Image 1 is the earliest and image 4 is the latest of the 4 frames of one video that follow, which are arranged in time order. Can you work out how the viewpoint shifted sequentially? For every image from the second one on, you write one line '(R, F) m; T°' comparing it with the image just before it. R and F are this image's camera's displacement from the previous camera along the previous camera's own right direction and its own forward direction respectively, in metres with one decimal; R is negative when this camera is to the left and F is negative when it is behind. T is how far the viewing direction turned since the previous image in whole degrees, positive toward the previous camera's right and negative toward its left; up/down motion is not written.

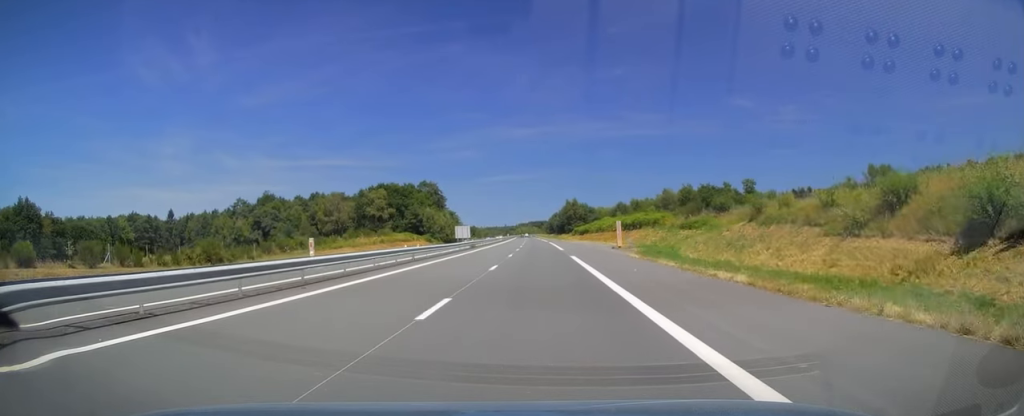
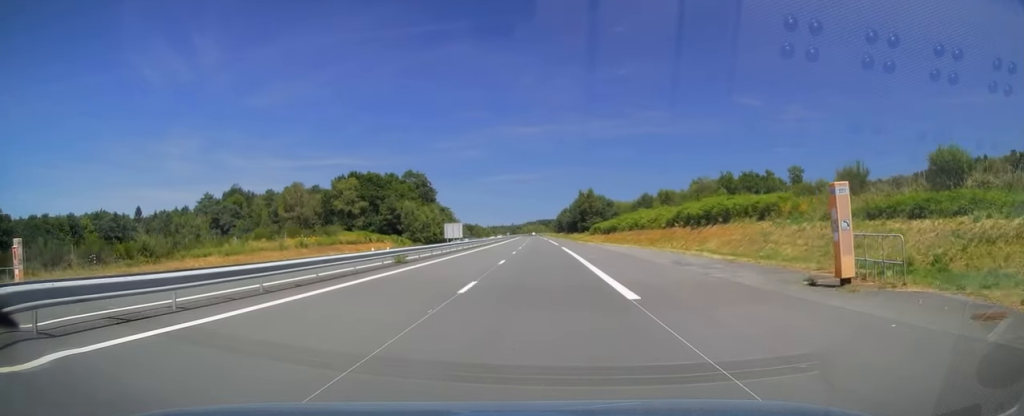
(-0.2, +35.1) m; -1°
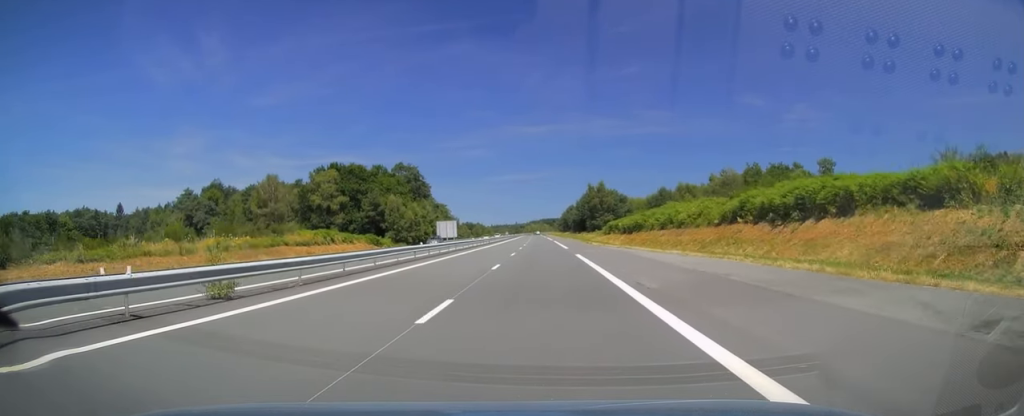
(-0.1, +17.8) m; 0°
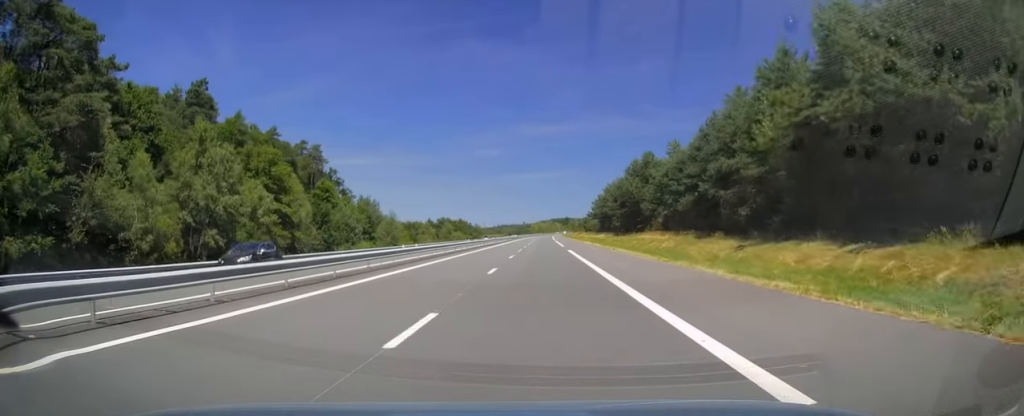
(-2.2, +145.7) m; -1°
